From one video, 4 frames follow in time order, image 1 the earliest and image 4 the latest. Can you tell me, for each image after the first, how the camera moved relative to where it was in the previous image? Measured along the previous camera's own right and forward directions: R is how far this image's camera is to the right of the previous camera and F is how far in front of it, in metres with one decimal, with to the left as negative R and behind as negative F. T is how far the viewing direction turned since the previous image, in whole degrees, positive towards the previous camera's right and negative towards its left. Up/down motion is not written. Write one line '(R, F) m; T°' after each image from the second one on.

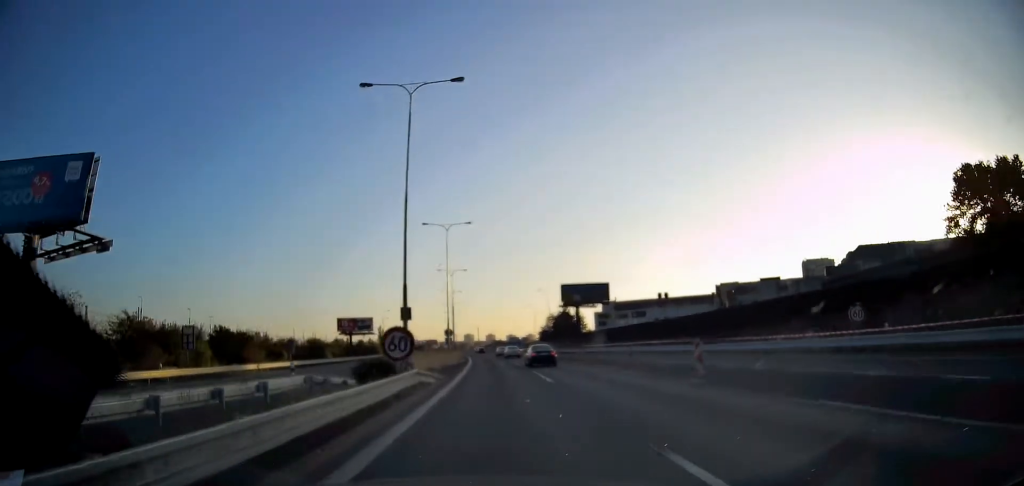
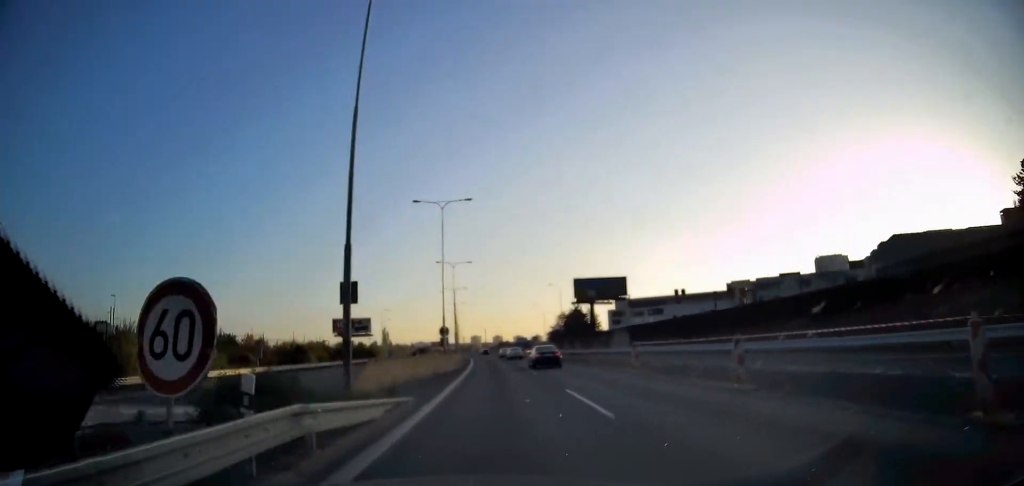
(0.0, +9.2) m; -1°
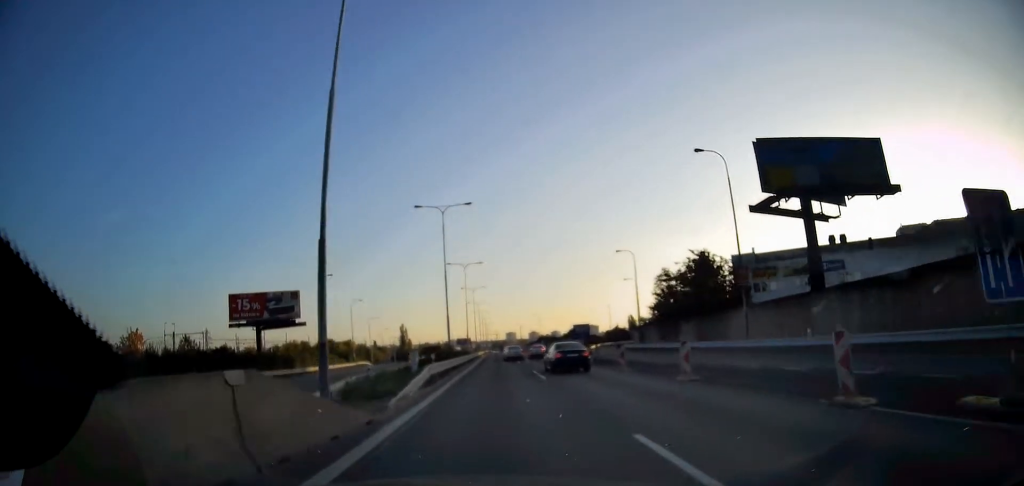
(-3.5, +62.0) m; -6°
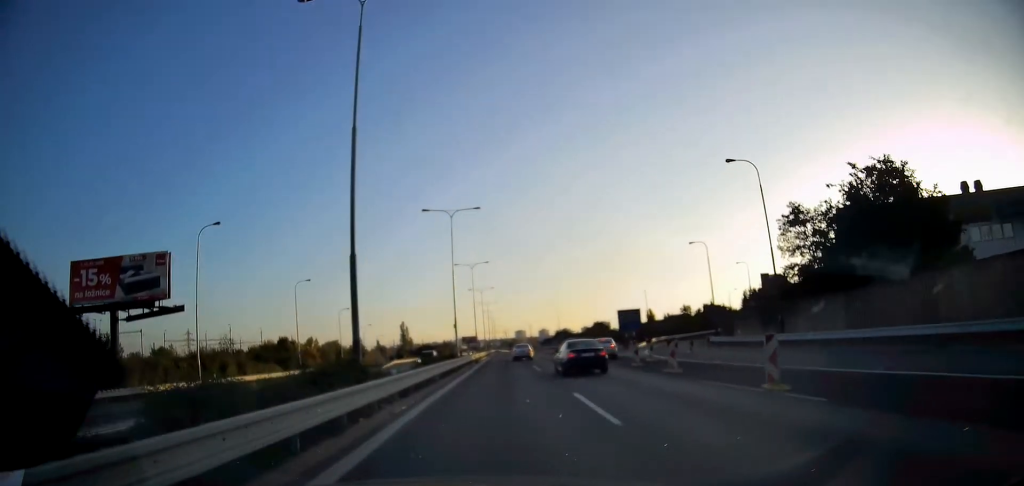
(-0.8, +29.9) m; -2°
